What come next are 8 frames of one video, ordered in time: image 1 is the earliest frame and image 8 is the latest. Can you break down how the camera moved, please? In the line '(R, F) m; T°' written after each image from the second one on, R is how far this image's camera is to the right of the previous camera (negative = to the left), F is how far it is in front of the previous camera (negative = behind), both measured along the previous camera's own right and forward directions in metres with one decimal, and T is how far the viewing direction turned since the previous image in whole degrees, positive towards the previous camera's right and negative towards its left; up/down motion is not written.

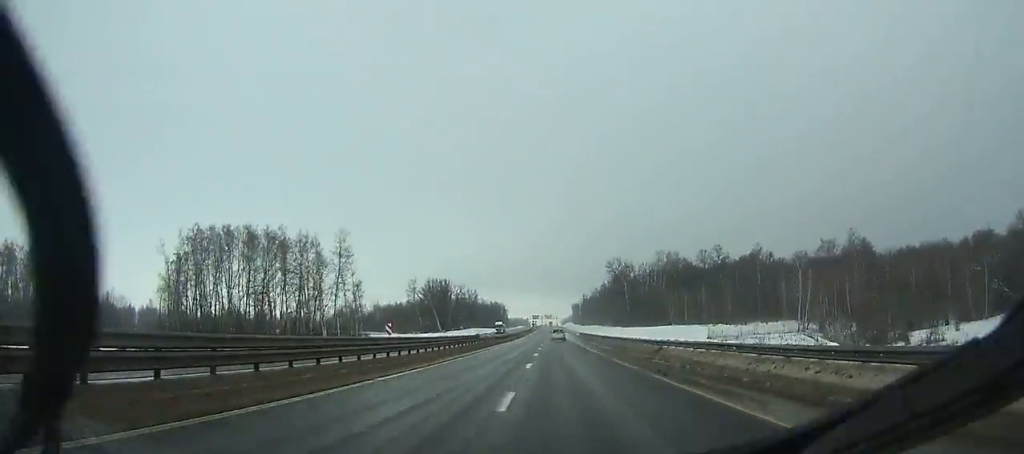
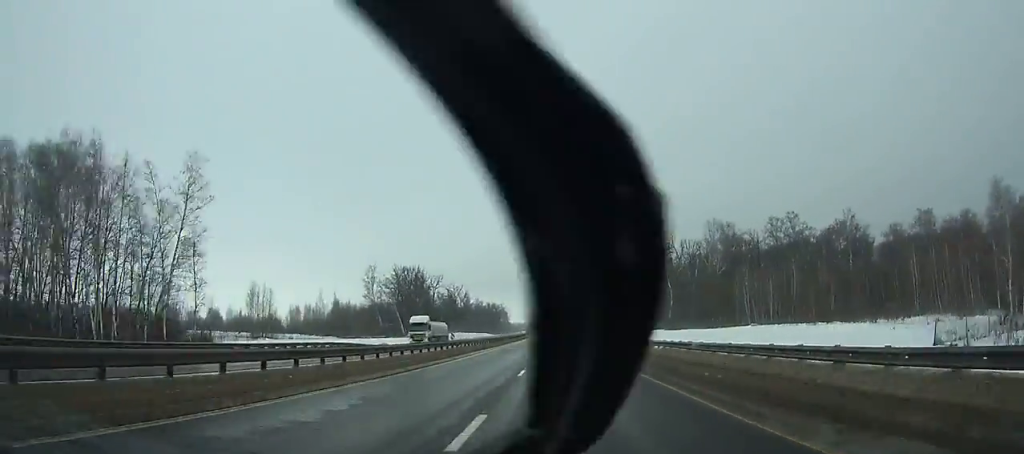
(-0.4, +62.2) m; 0°
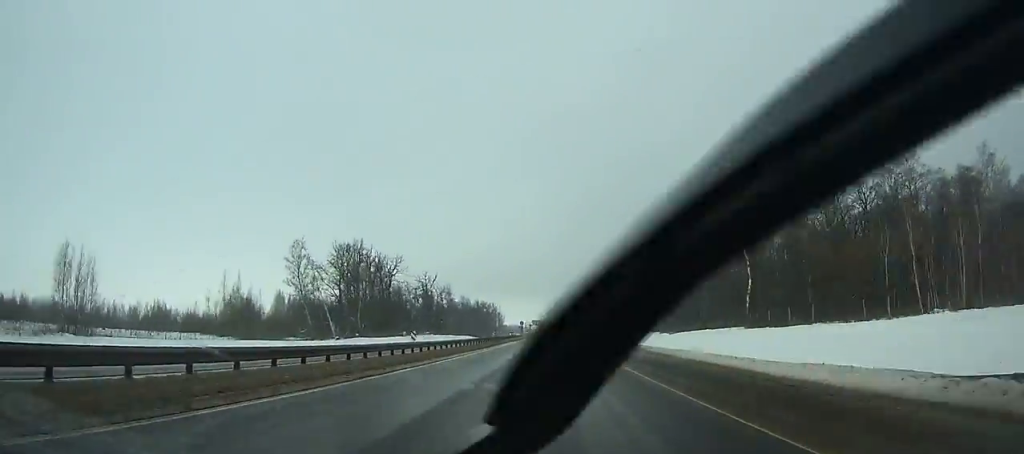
(-0.1, +52.6) m; 0°
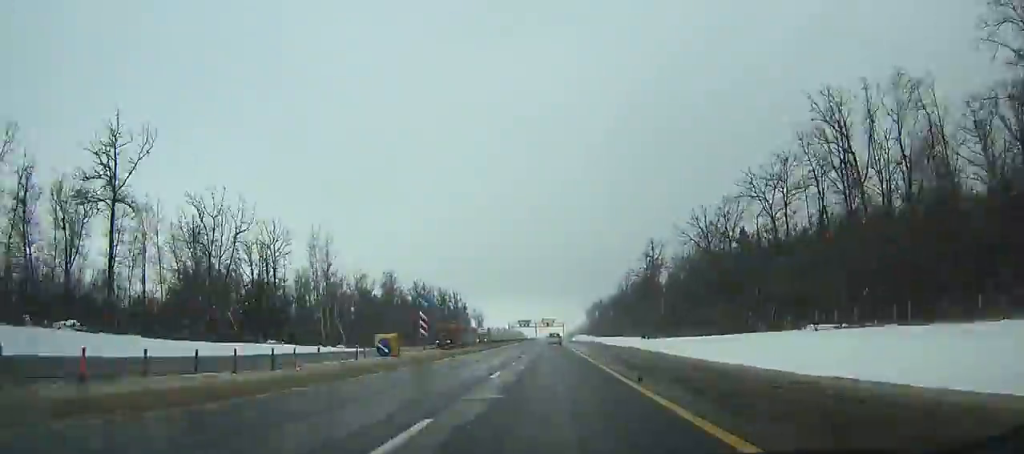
(+0.3, +151.8) m; 0°
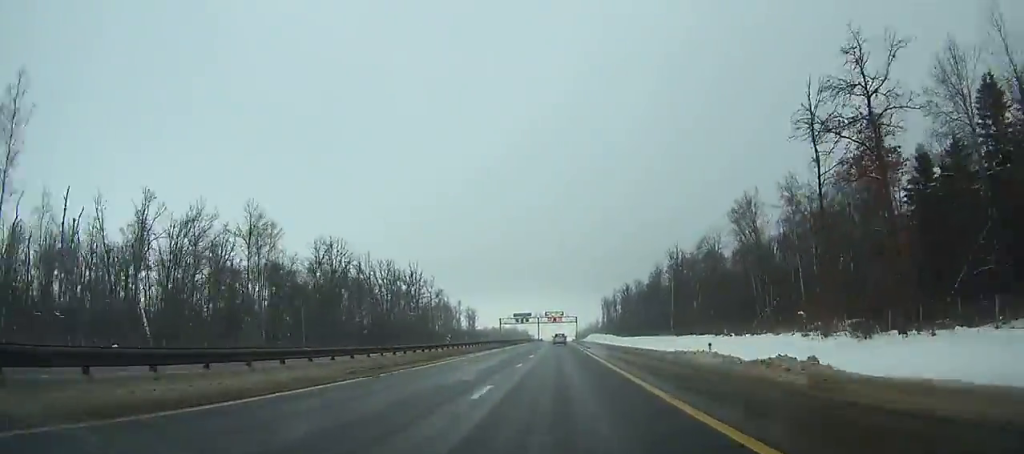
(-0.4, +90.6) m; 0°
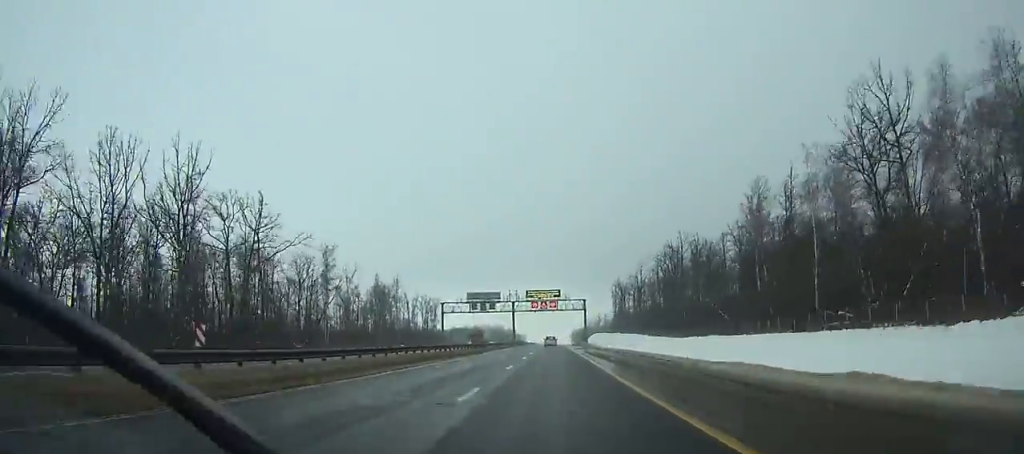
(+0.3, +107.9) m; 0°
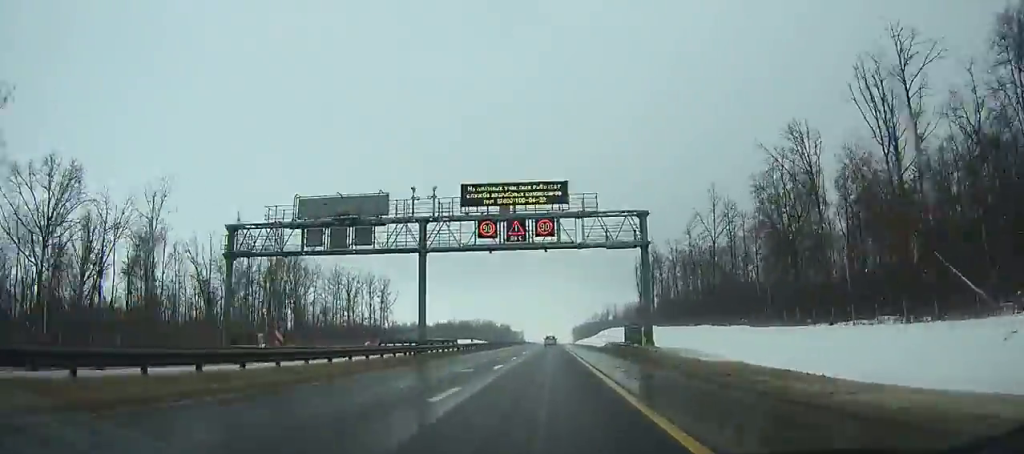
(+0.2, +82.9) m; 0°
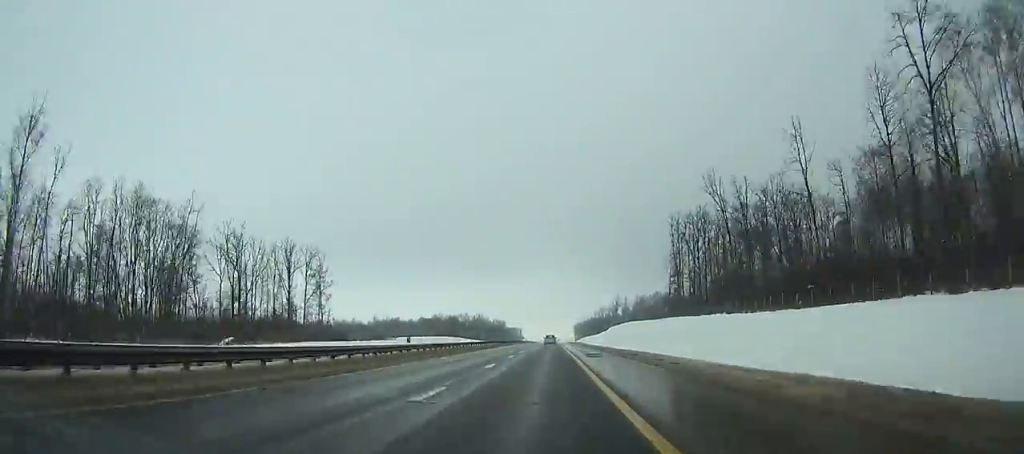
(0.0, +60.2) m; 0°
